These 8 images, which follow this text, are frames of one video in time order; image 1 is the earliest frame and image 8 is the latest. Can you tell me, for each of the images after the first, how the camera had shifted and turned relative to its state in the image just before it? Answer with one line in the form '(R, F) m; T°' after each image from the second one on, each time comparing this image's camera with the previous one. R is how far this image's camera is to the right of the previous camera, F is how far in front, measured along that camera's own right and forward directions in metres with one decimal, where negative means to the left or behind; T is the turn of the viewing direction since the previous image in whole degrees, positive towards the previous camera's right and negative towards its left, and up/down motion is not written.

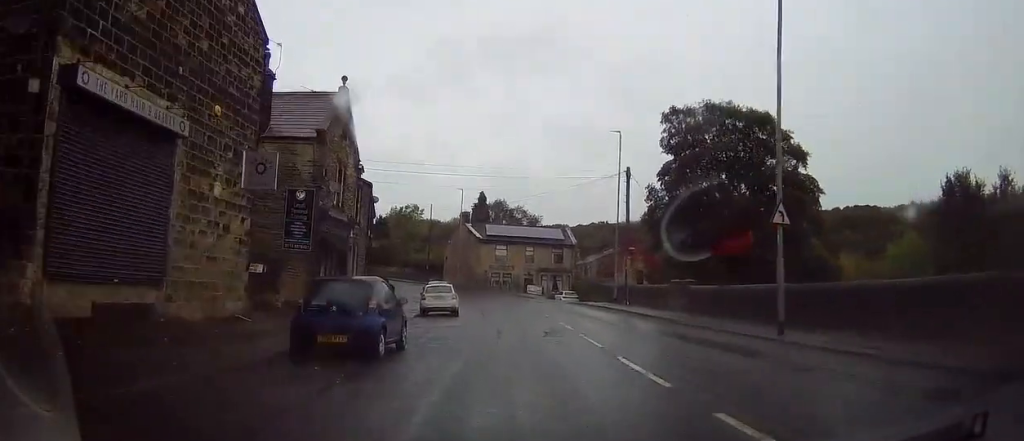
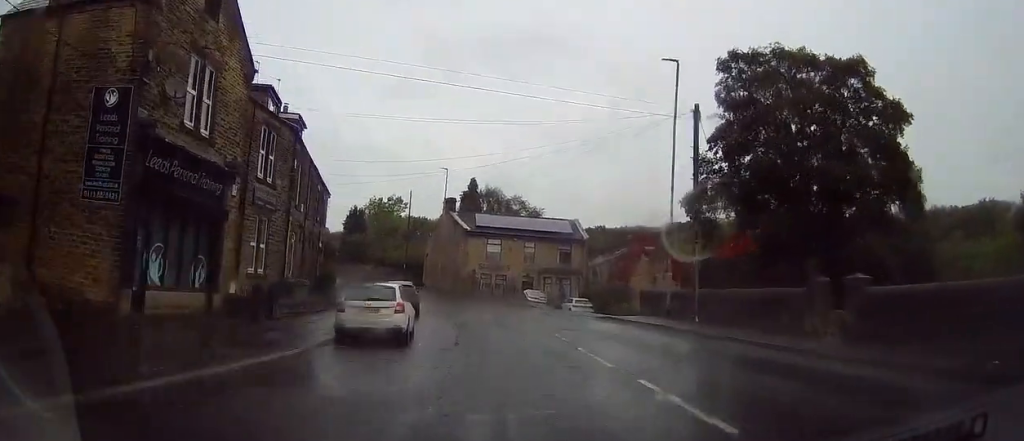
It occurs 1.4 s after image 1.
(+0.4, +14.4) m; +2°
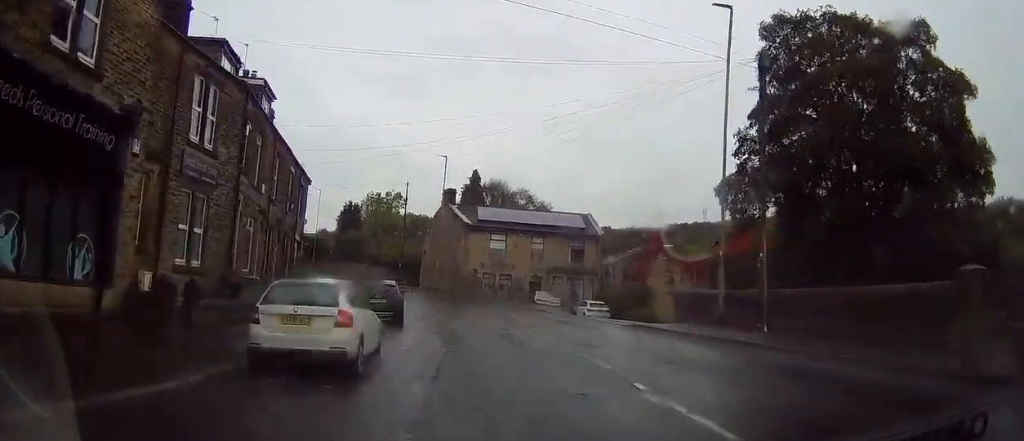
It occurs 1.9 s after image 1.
(0.0, +6.0) m; 0°
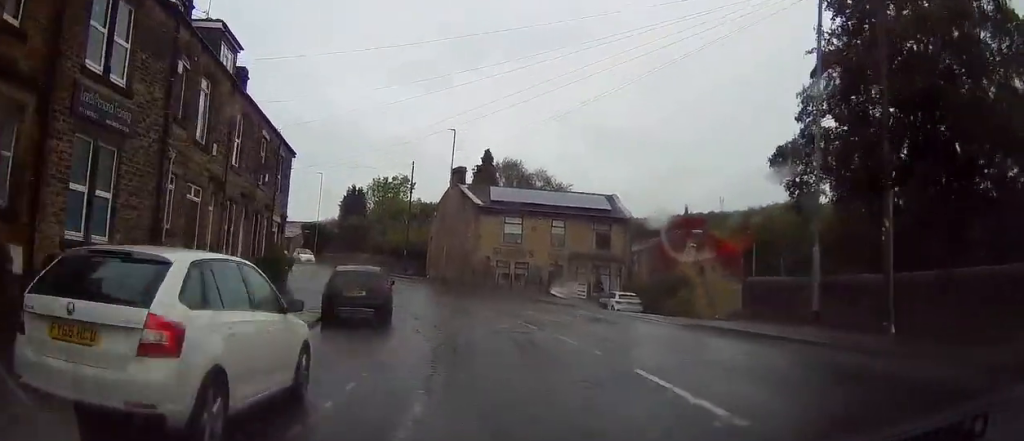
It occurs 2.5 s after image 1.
(0.0, +5.9) m; -1°
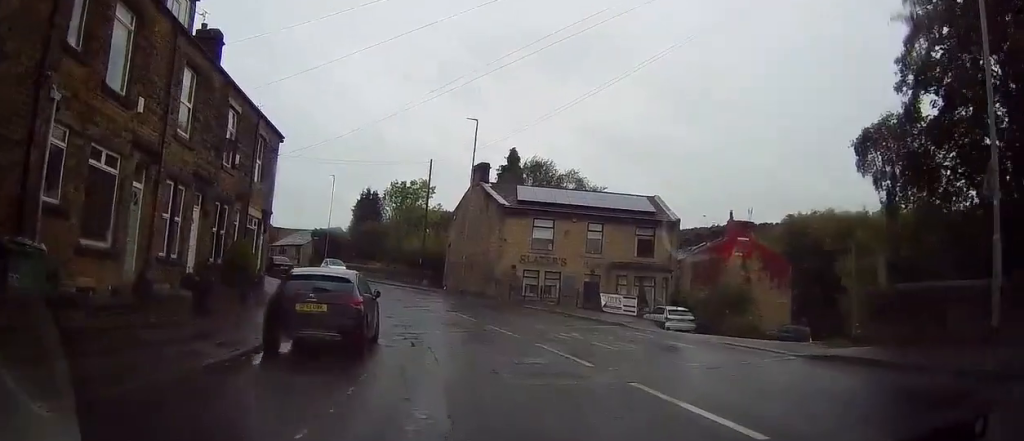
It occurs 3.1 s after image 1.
(+0.1, +6.2) m; -1°
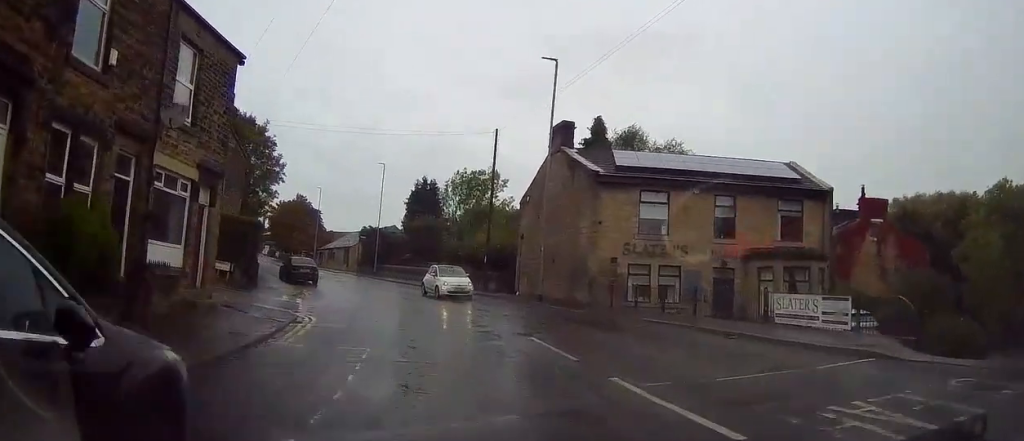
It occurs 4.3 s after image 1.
(-0.5, +11.7) m; -5°
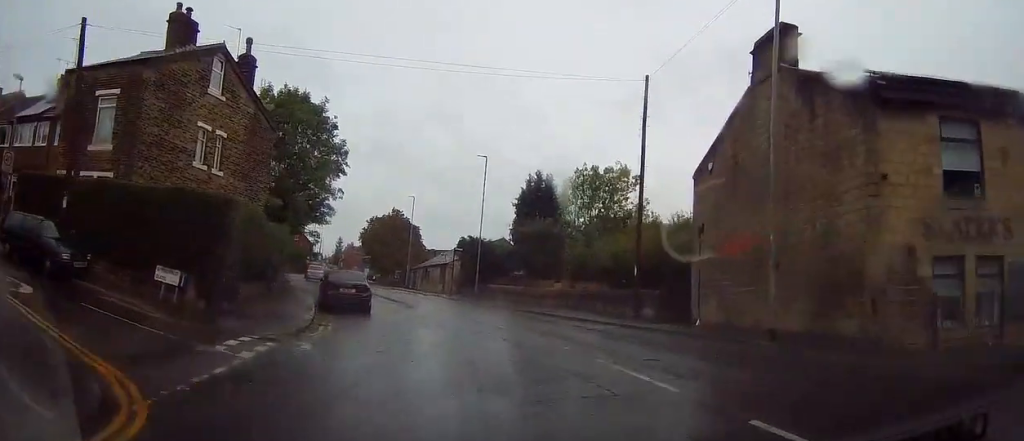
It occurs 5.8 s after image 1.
(-0.9, +14.1) m; -9°
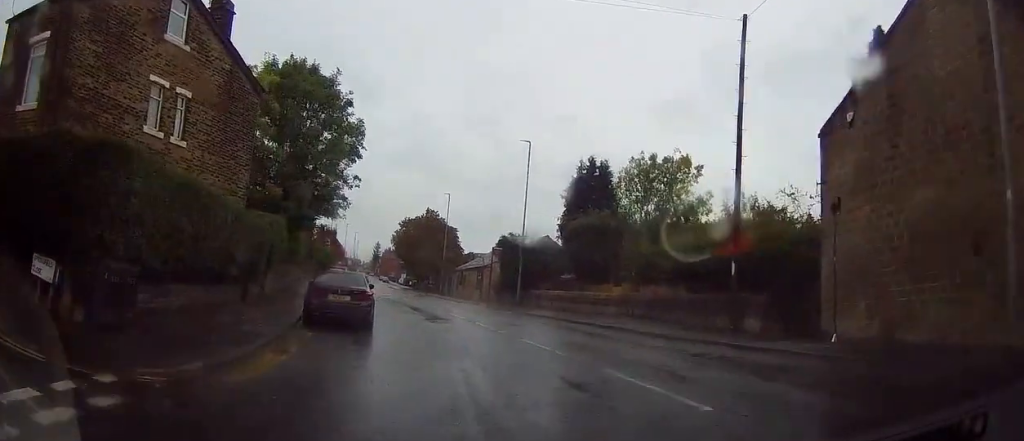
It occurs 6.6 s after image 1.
(-0.4, +6.7) m; -4°
